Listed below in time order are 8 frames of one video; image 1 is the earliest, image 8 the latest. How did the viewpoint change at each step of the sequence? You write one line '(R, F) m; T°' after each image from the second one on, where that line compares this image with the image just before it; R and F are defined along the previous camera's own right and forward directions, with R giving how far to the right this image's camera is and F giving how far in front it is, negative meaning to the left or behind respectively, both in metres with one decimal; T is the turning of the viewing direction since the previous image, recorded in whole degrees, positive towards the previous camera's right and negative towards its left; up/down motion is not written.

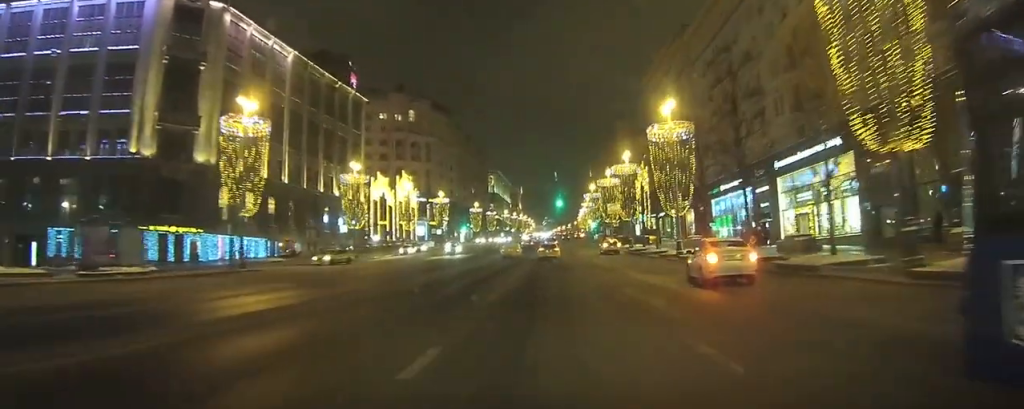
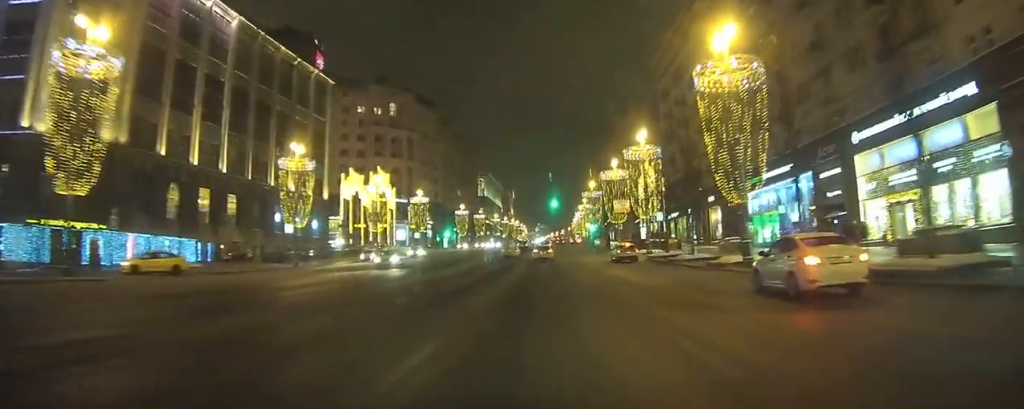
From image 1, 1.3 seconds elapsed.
(+0.3, +15.8) m; +1°
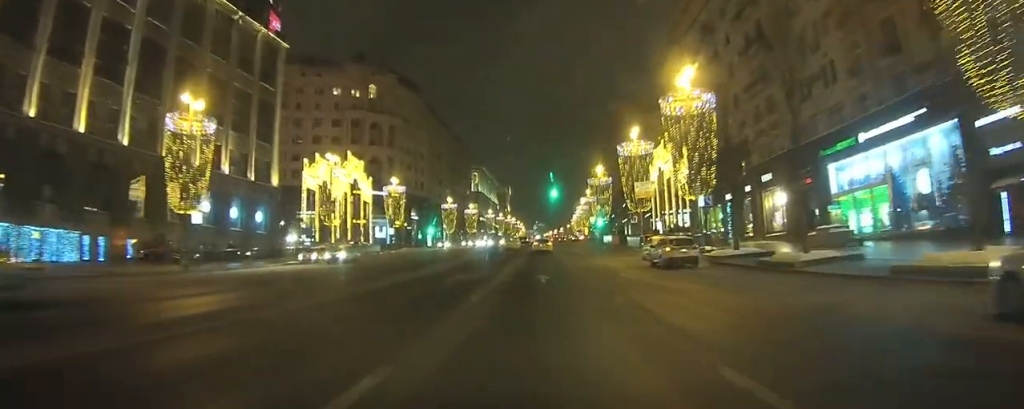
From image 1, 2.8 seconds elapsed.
(-0.2, +18.3) m; 0°
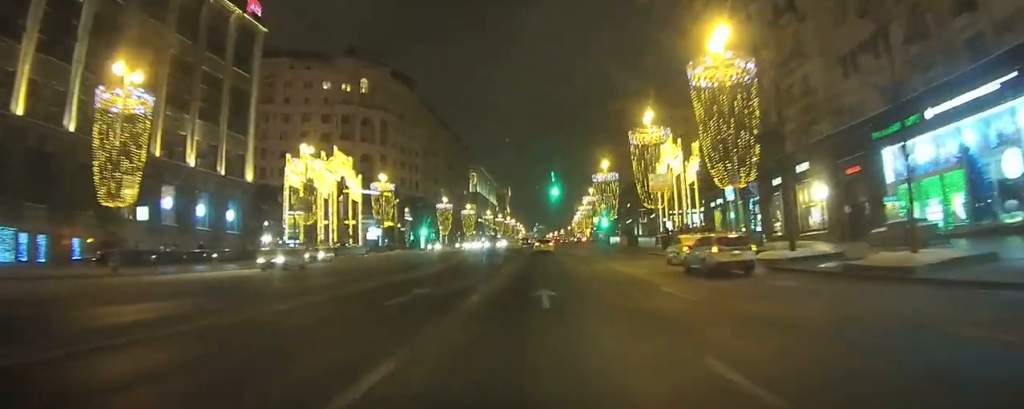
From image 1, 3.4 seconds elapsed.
(0.0, +7.4) m; 0°
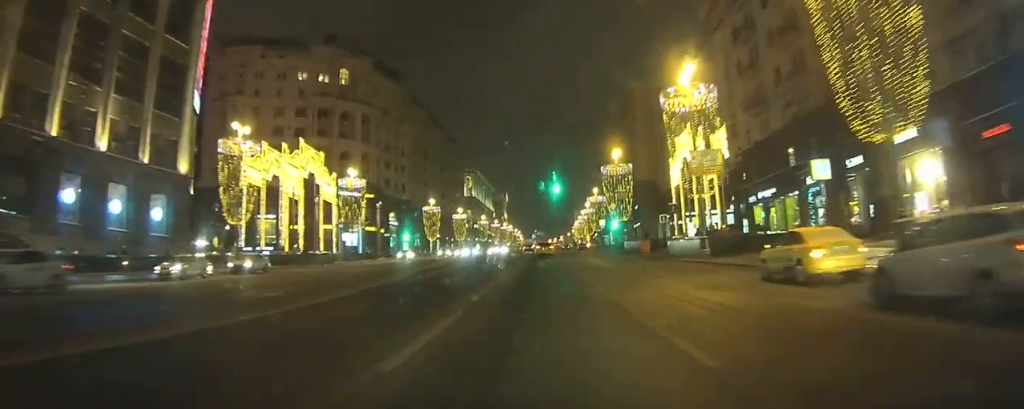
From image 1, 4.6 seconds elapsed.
(0.0, +14.1) m; 0°
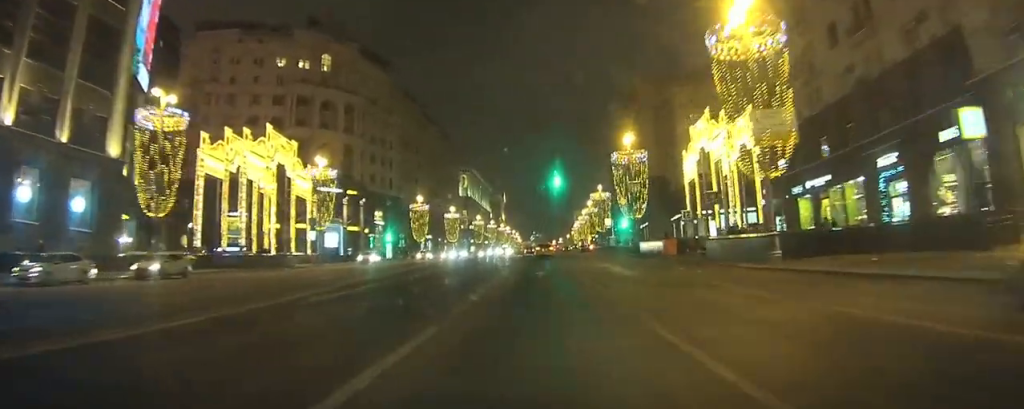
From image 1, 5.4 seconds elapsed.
(-0.1, +10.8) m; 0°
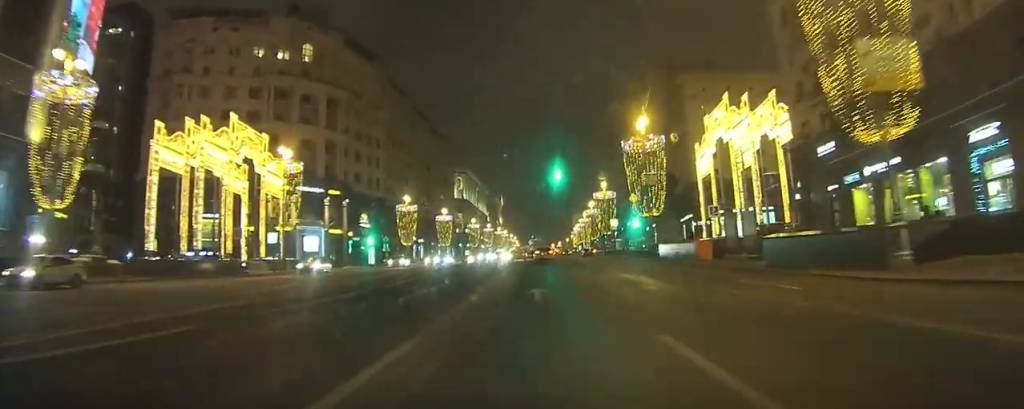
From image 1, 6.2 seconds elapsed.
(0.0, +9.2) m; +1°
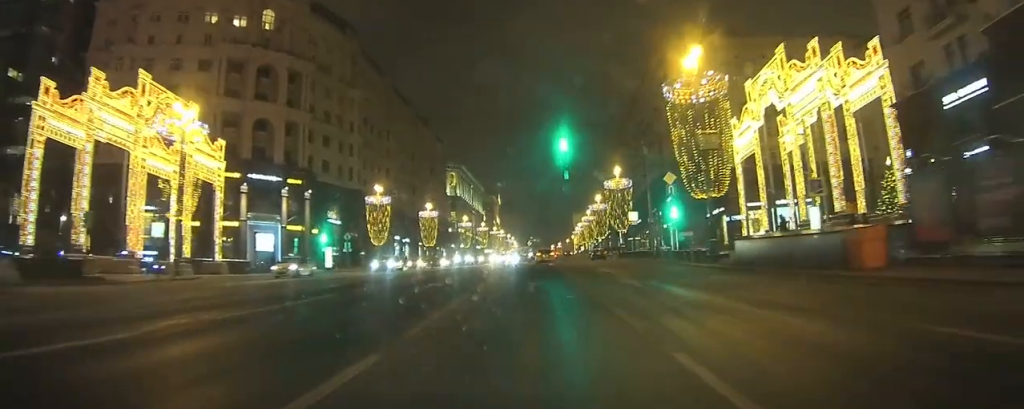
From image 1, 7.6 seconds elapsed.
(+0.2, +17.4) m; +1°
